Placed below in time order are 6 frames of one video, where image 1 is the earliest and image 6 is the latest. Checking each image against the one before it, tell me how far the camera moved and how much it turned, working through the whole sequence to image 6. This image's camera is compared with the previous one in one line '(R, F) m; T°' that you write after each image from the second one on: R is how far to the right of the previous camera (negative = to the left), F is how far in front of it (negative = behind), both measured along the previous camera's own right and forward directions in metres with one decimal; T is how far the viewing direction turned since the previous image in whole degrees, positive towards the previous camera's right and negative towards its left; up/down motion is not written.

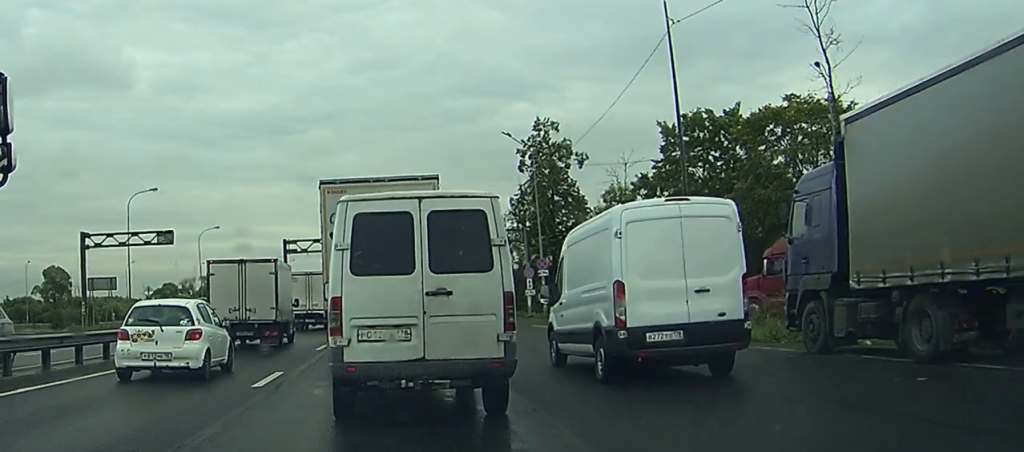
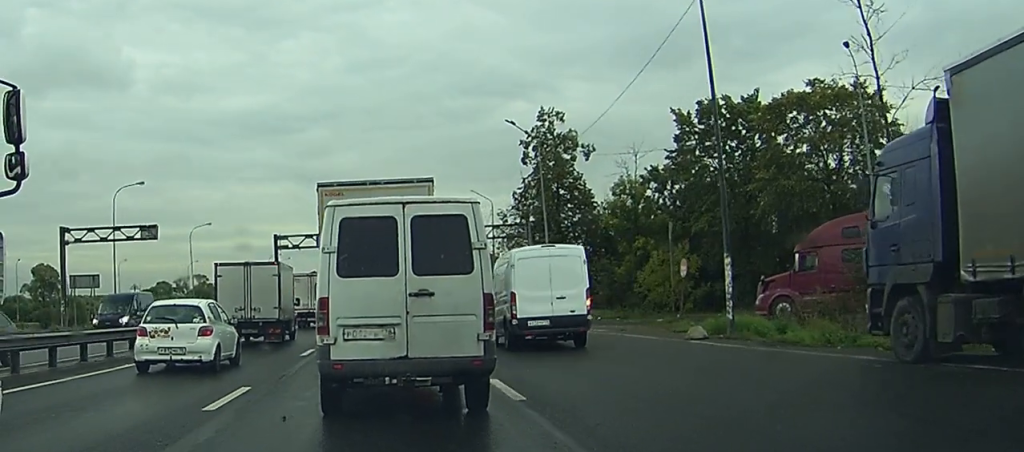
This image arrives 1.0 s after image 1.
(0.0, 0.0) m; 0°
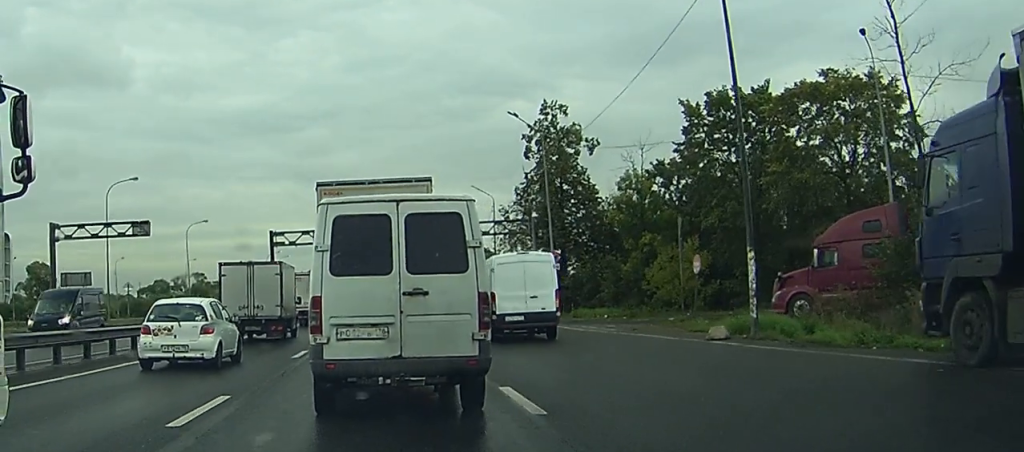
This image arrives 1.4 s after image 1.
(0.0, +0.1) m; 0°
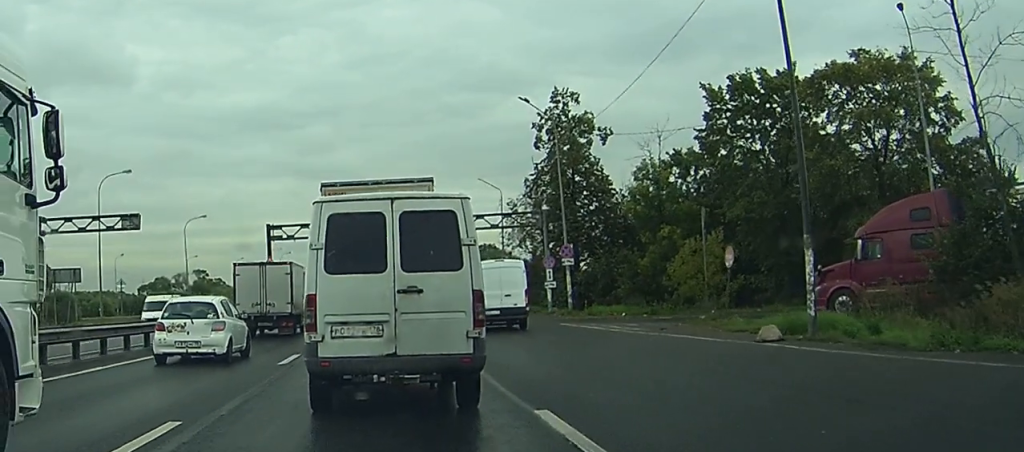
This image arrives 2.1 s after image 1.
(+0.1, +0.8) m; 0°
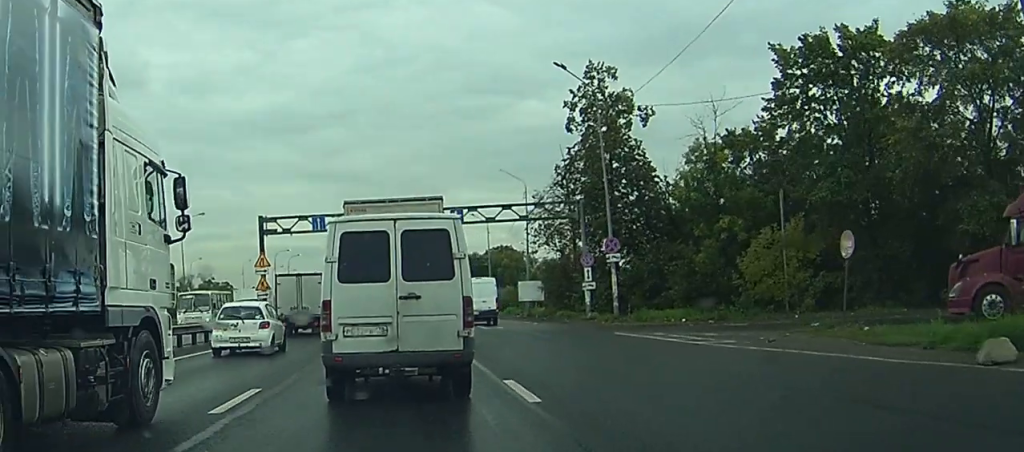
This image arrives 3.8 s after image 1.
(+0.1, +4.1) m; +3°
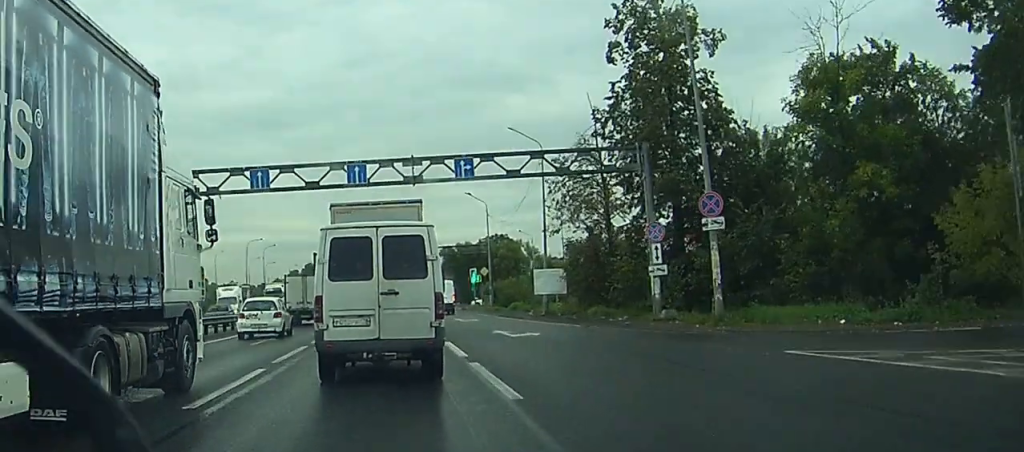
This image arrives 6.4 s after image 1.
(+0.1, +10.7) m; +2°
